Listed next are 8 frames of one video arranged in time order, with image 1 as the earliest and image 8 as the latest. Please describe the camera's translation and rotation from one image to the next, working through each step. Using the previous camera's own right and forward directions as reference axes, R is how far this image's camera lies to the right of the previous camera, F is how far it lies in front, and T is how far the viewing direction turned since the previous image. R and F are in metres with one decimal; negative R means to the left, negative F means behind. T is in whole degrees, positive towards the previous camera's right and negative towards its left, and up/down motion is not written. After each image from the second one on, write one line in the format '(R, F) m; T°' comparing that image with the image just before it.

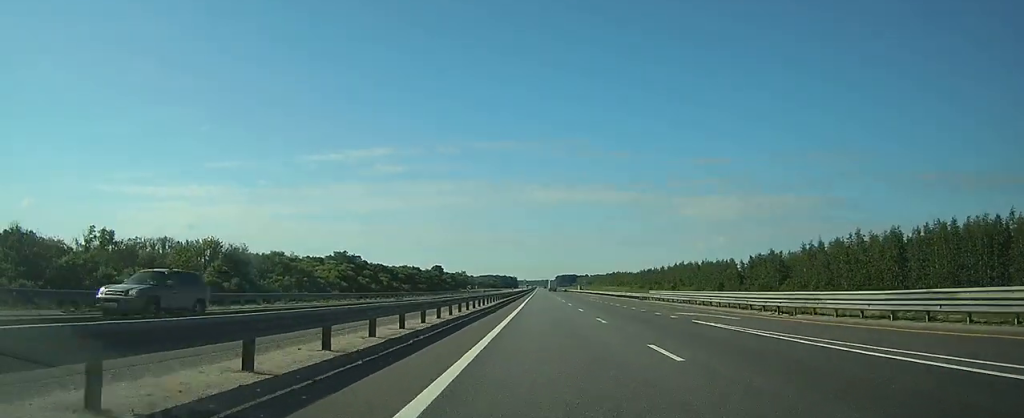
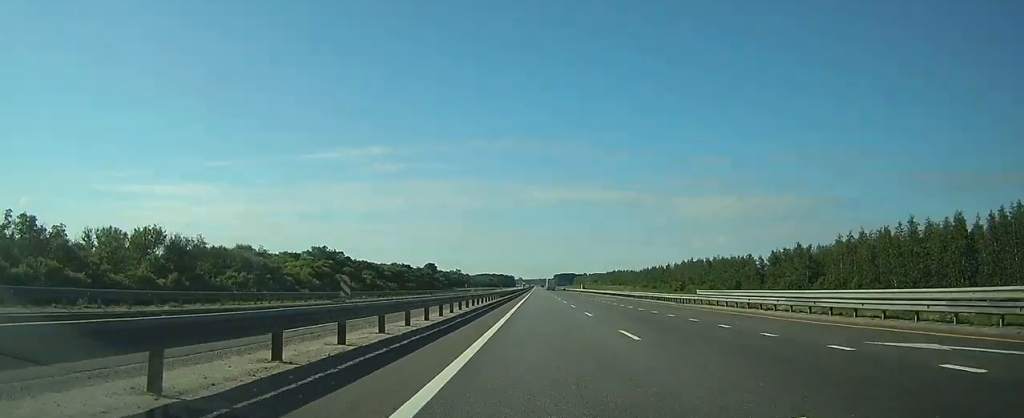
(0.0, +19.7) m; 0°
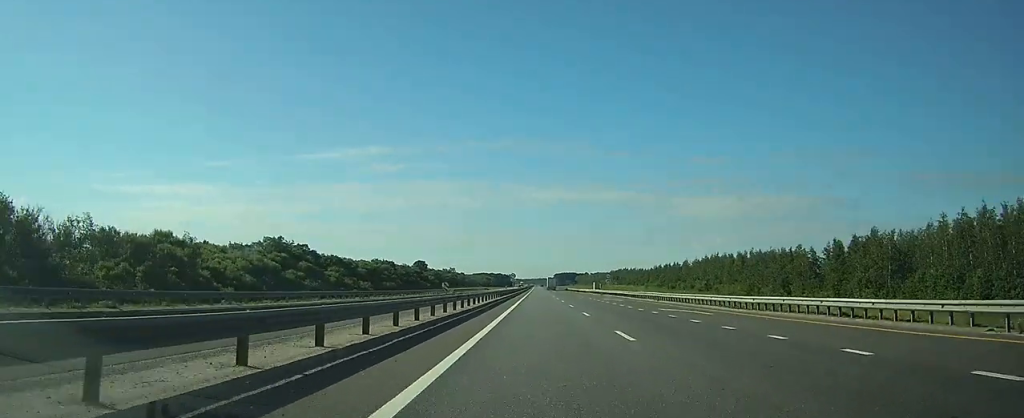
(+0.1, +36.4) m; 0°
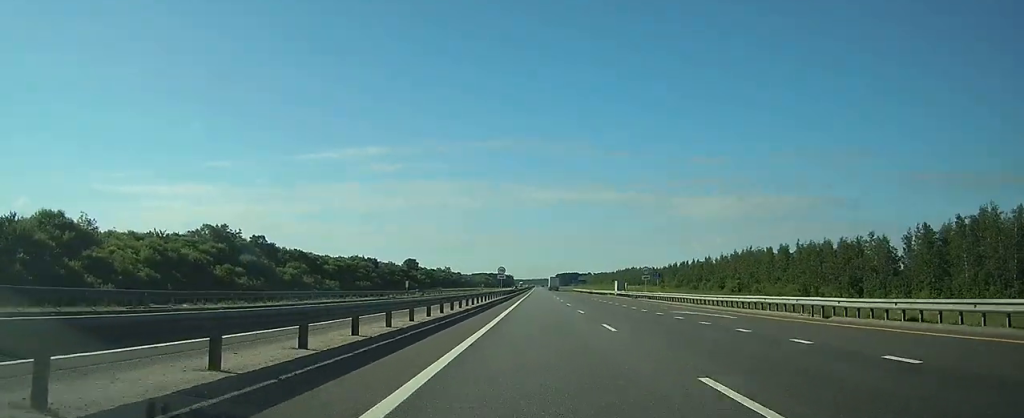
(+0.1, +33.4) m; 0°
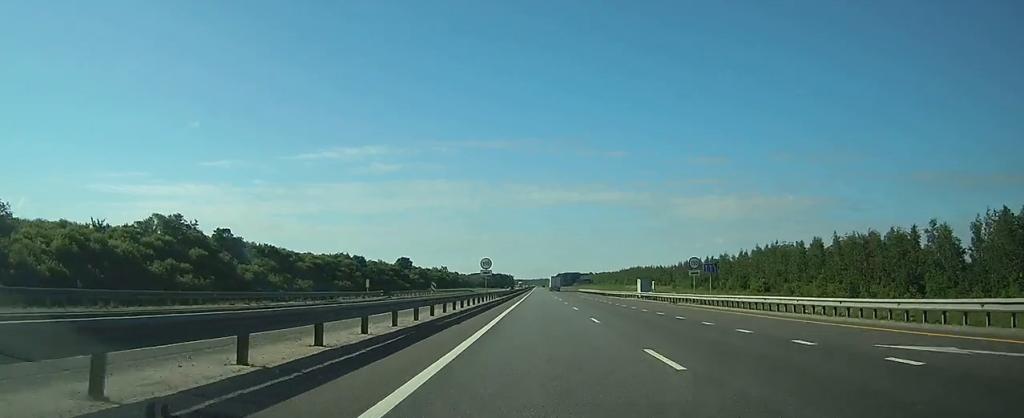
(0.0, +20.2) m; 0°
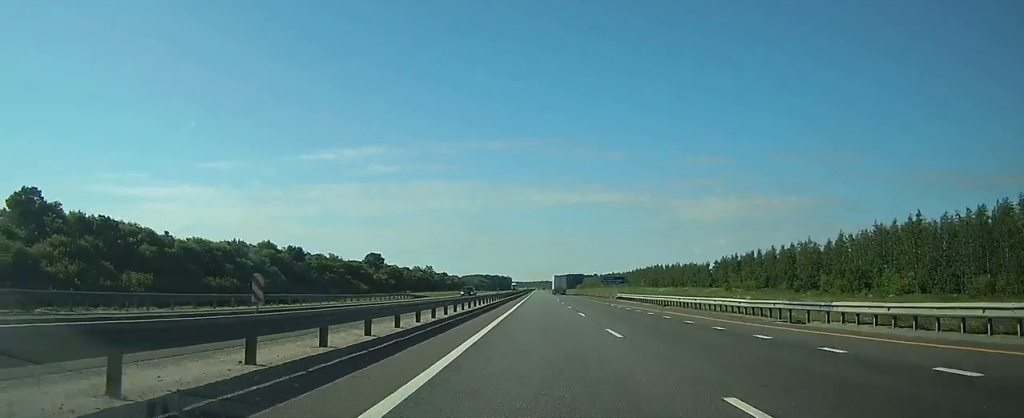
(+0.1, +65.6) m; 0°
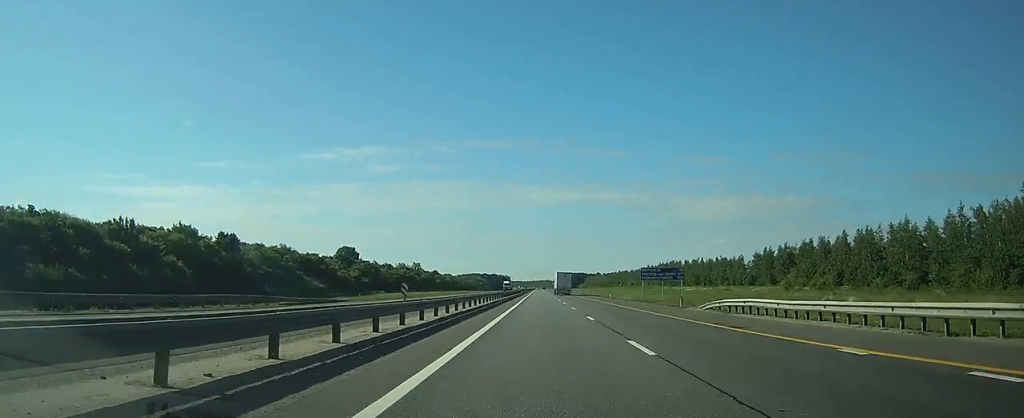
(-0.1, +41.0) m; 0°
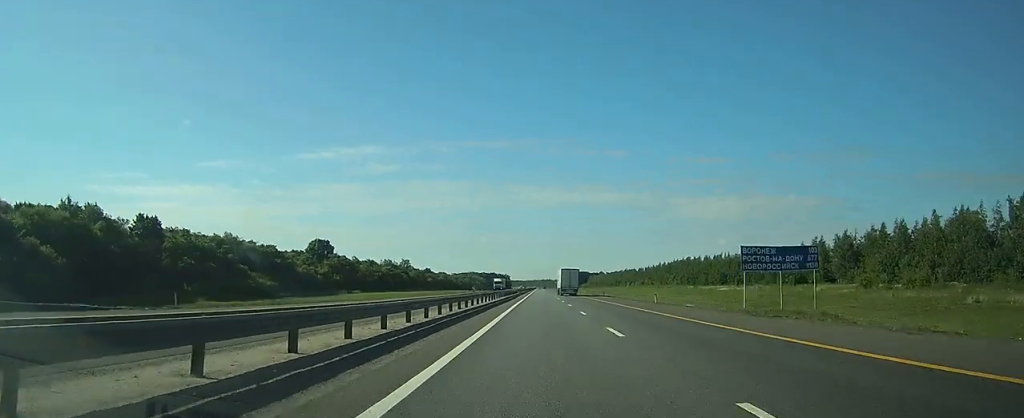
(0.0, +32.1) m; 0°
